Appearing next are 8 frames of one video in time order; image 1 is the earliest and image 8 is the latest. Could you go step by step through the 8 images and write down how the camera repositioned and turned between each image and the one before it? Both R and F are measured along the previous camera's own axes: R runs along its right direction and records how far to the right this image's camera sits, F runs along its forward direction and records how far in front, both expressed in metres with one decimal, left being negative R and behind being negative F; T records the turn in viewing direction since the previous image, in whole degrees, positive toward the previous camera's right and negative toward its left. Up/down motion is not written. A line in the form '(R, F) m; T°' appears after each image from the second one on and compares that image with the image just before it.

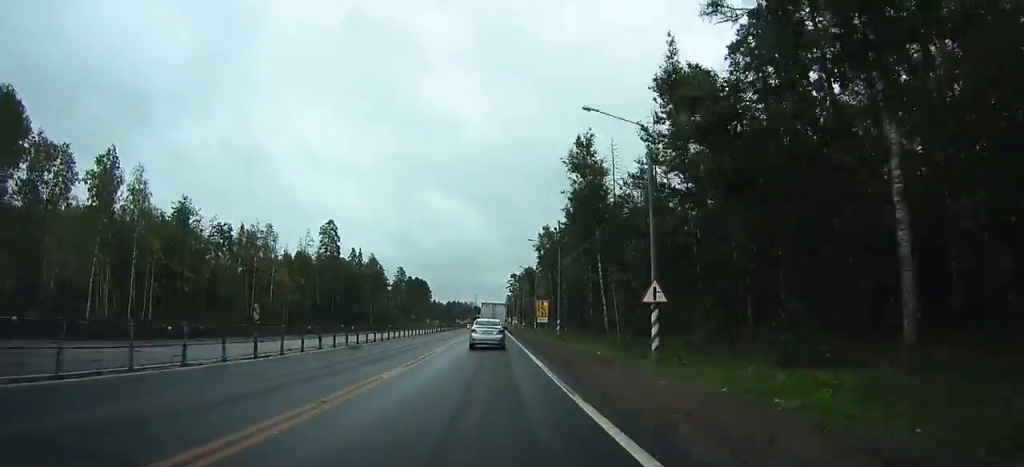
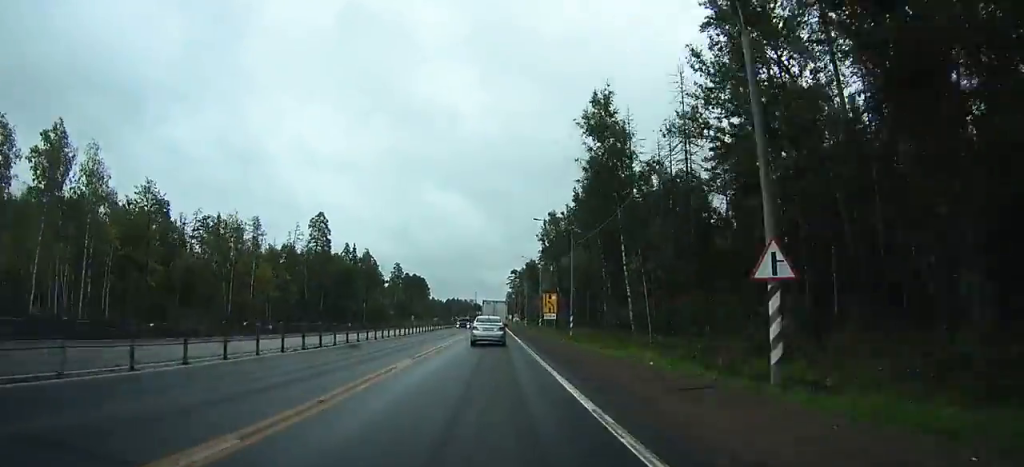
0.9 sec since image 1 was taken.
(0.0, +9.6) m; 0°
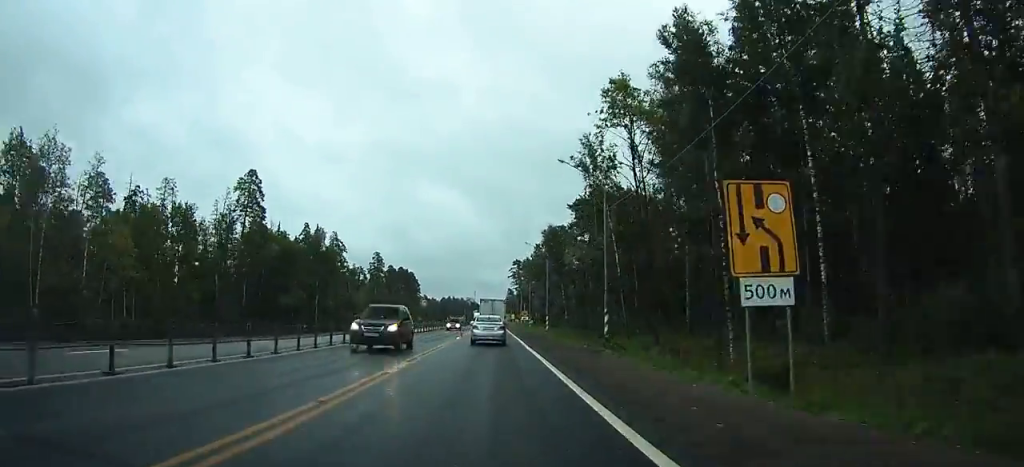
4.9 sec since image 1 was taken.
(+0.3, +46.3) m; +1°
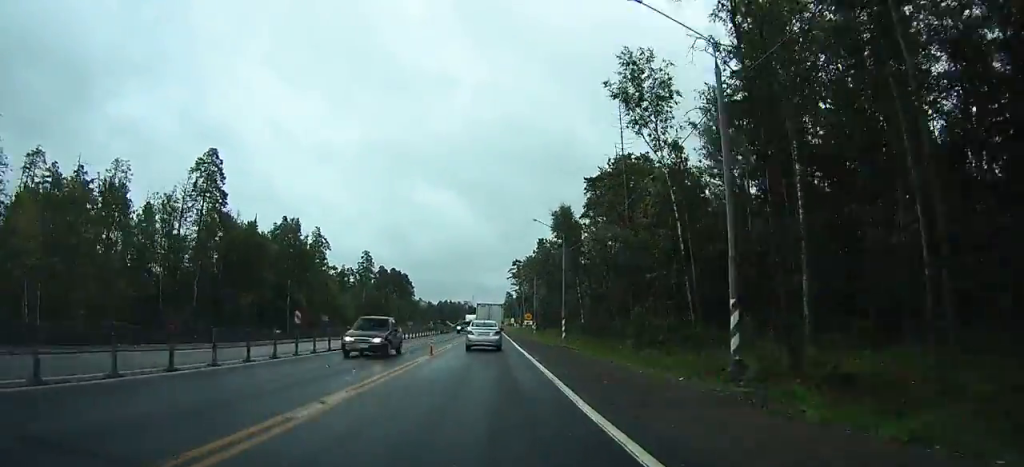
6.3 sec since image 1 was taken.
(-0.1, +17.6) m; 0°
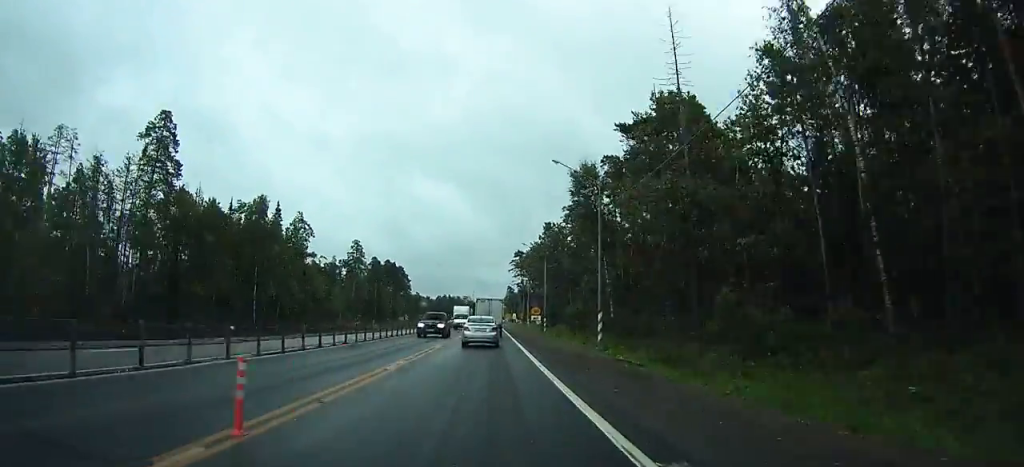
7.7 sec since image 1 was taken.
(+0.2, +16.9) m; +1°
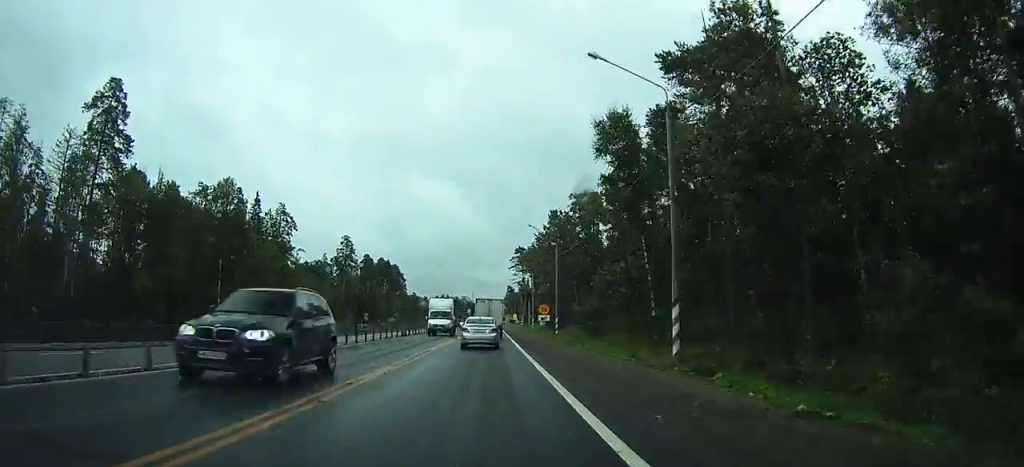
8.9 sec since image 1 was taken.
(0.0, +13.7) m; +1°
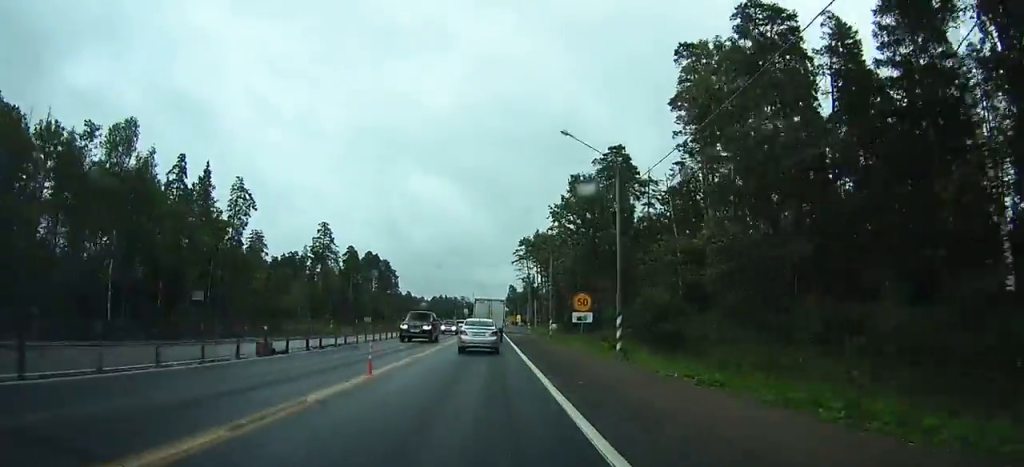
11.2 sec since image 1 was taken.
(+0.6, +27.9) m; +2°
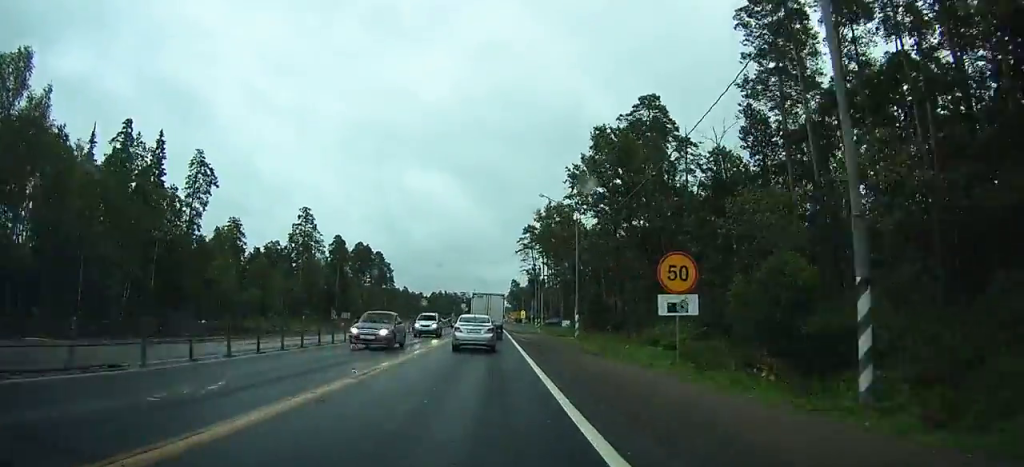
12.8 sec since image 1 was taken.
(+0.2, +18.7) m; 0°
